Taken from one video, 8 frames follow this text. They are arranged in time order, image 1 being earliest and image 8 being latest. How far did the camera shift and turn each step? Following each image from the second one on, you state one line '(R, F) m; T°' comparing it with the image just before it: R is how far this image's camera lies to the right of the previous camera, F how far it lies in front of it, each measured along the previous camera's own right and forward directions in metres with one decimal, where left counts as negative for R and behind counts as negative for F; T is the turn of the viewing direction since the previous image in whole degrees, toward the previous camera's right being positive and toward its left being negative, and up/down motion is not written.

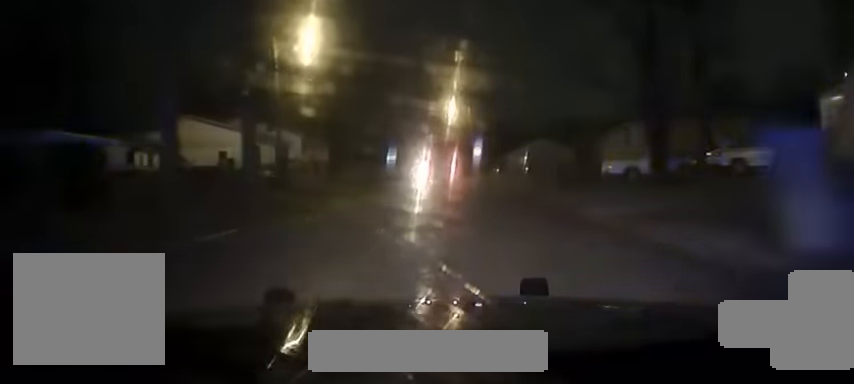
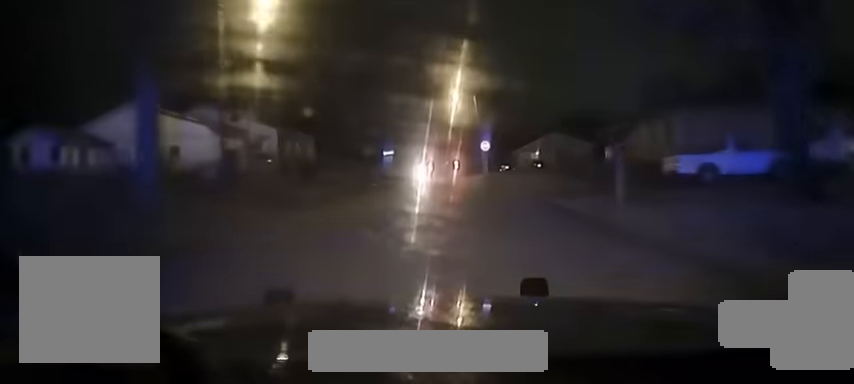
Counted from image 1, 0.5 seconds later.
(+0.1, +11.0) m; +1°
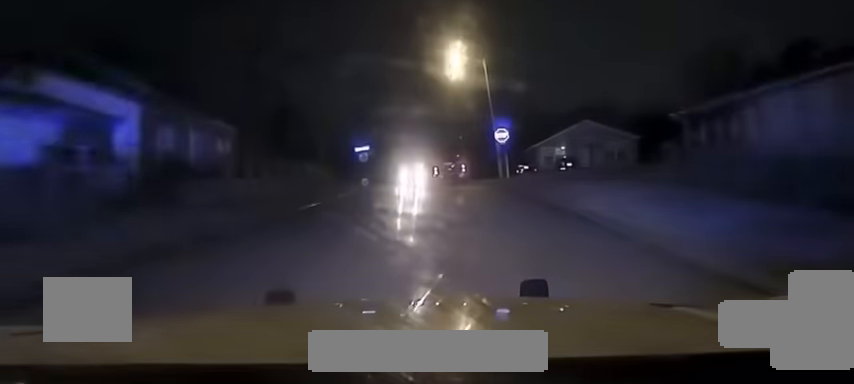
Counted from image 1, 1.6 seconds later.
(+0.2, +23.1) m; +1°
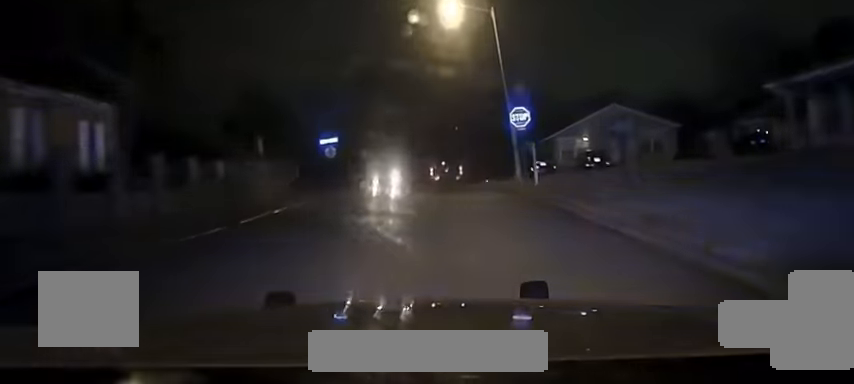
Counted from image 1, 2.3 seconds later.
(0.0, +14.4) m; 0°
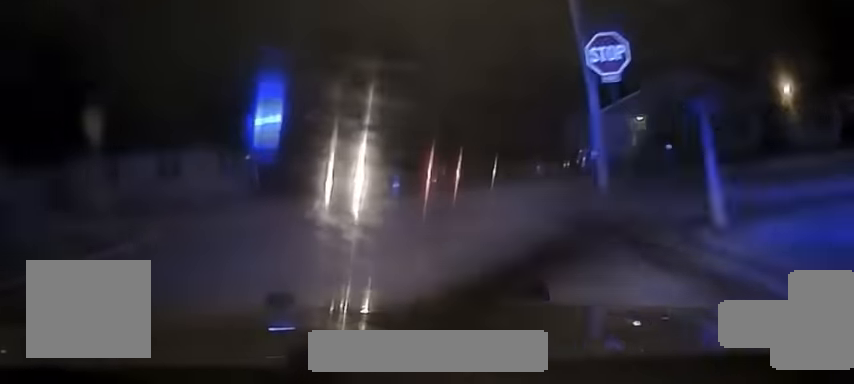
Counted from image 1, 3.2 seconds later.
(0.0, +15.6) m; -1°
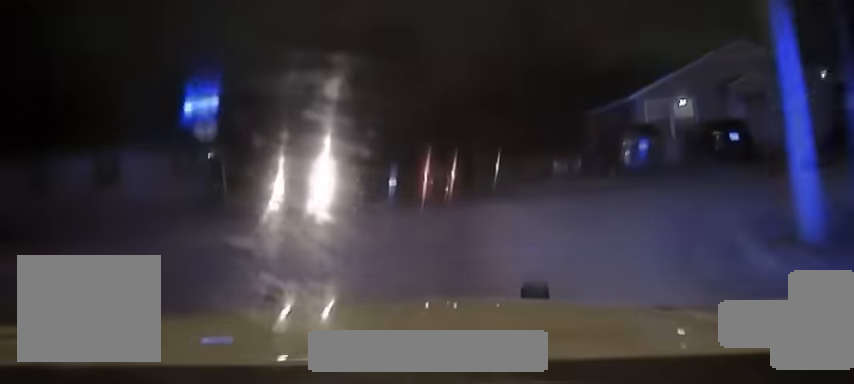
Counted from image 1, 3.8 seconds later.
(-0.1, +9.3) m; -1°
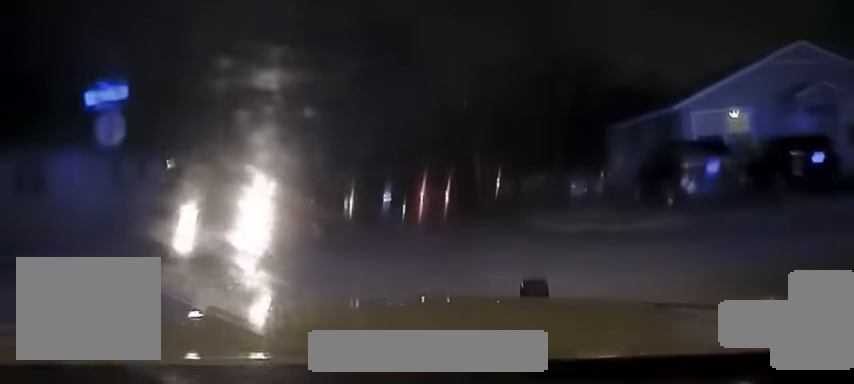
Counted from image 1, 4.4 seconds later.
(-0.1, +7.6) m; 0°
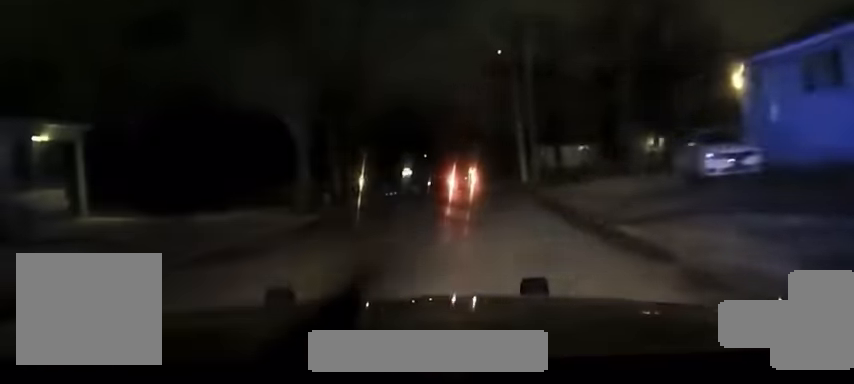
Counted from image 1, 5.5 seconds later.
(+0.1, +15.1) m; +1°
